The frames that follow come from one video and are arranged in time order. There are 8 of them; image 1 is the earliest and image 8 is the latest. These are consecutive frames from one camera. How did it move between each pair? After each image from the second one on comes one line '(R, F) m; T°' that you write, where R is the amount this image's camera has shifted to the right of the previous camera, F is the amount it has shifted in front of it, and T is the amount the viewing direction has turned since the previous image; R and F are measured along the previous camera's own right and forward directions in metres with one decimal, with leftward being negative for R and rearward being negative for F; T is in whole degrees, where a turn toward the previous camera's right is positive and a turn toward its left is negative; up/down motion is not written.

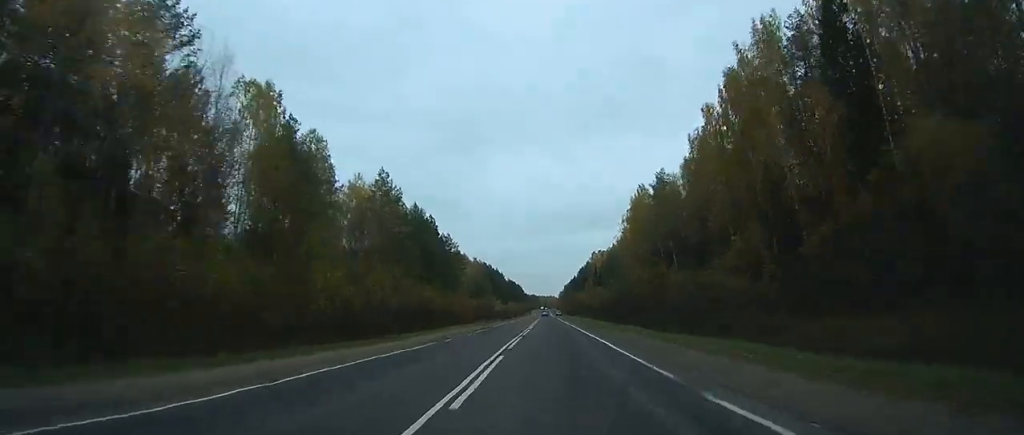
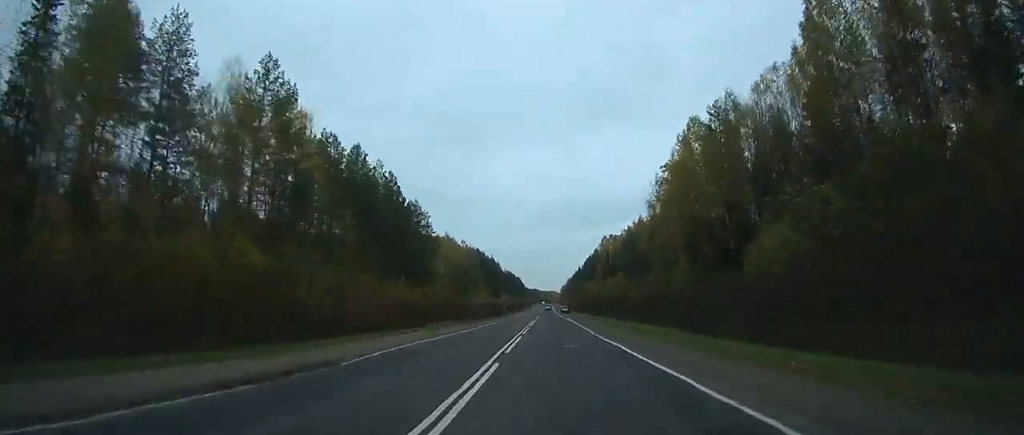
(-0.3, +39.4) m; 0°
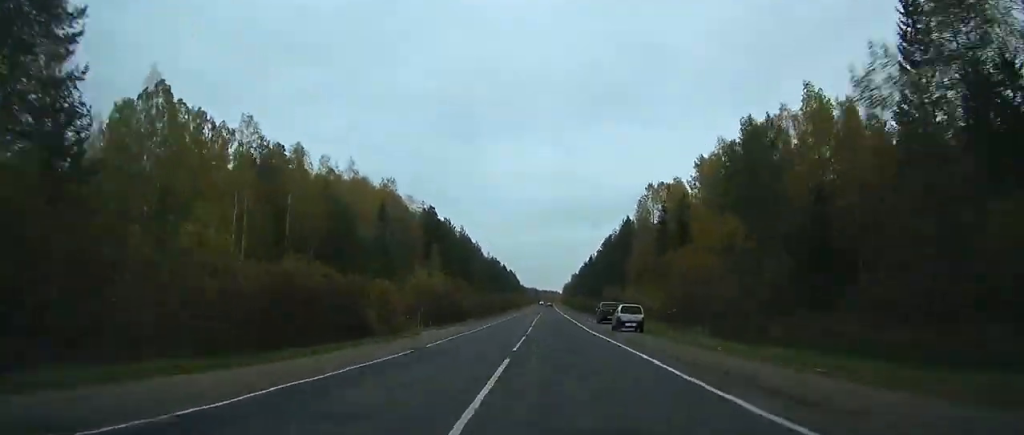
(-0.3, +92.0) m; 0°
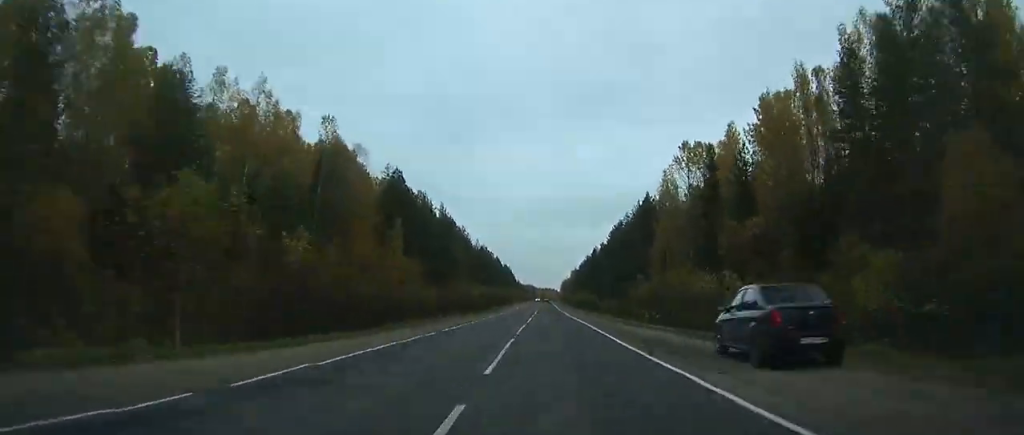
(0.0, +30.6) m; 0°
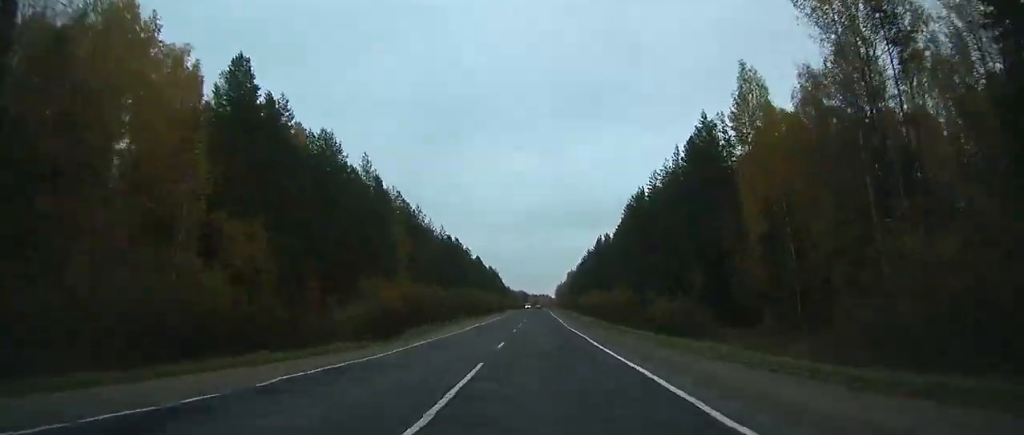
(+0.1, +56.0) m; 0°
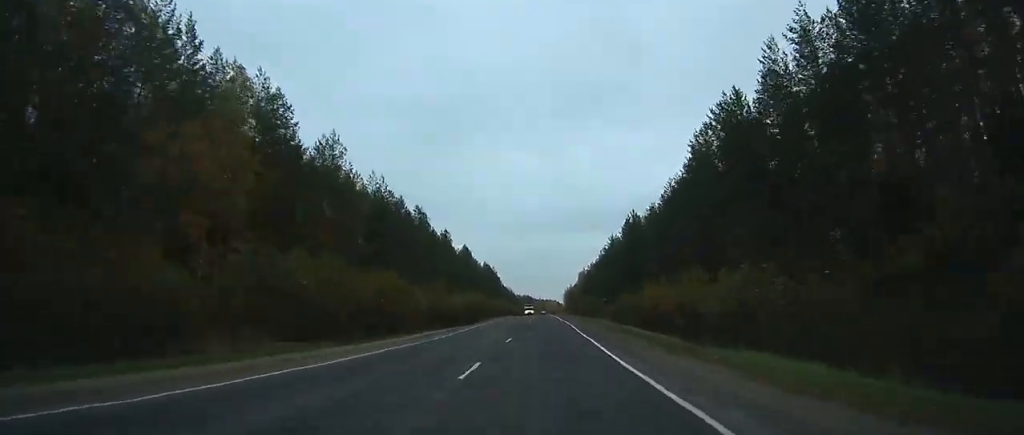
(-0.2, +59.6) m; 0°
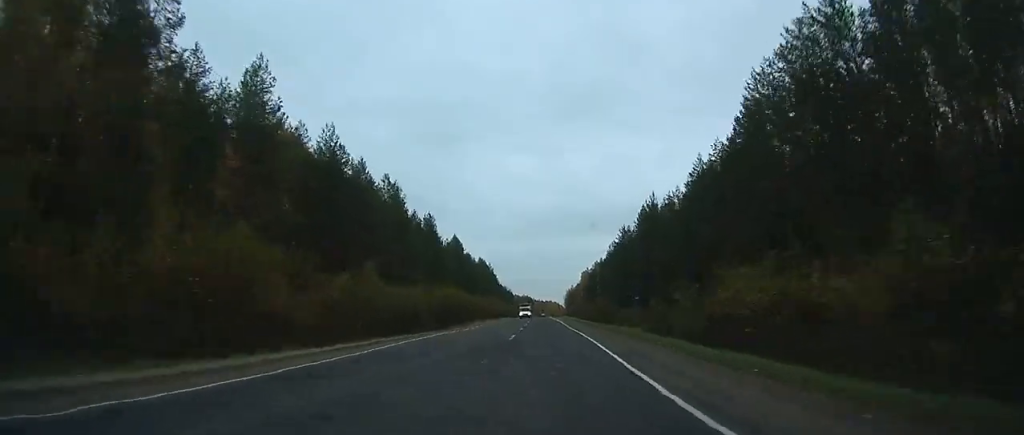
(0.0, +22.2) m; 0°
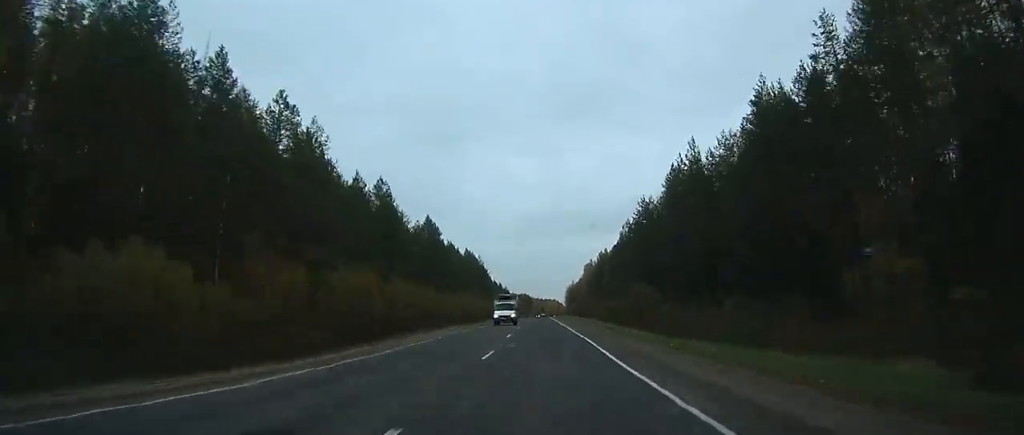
(+0.1, +33.2) m; 0°
